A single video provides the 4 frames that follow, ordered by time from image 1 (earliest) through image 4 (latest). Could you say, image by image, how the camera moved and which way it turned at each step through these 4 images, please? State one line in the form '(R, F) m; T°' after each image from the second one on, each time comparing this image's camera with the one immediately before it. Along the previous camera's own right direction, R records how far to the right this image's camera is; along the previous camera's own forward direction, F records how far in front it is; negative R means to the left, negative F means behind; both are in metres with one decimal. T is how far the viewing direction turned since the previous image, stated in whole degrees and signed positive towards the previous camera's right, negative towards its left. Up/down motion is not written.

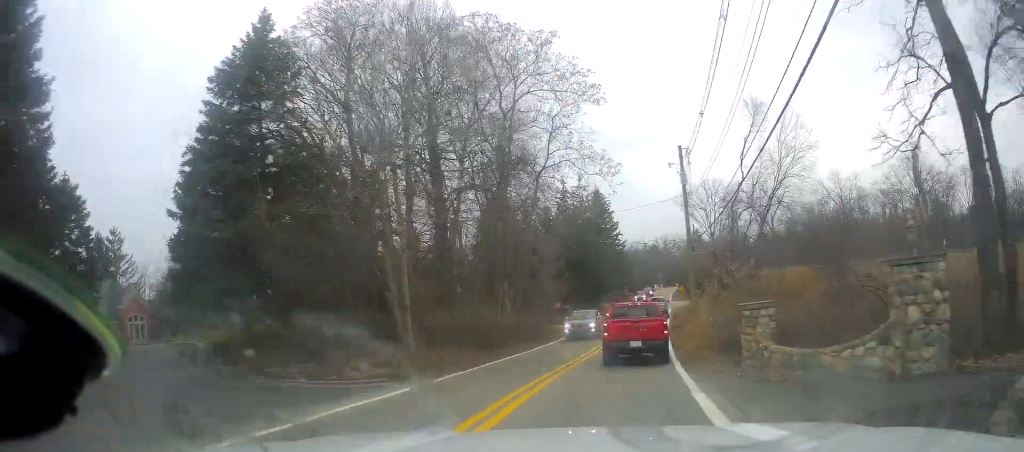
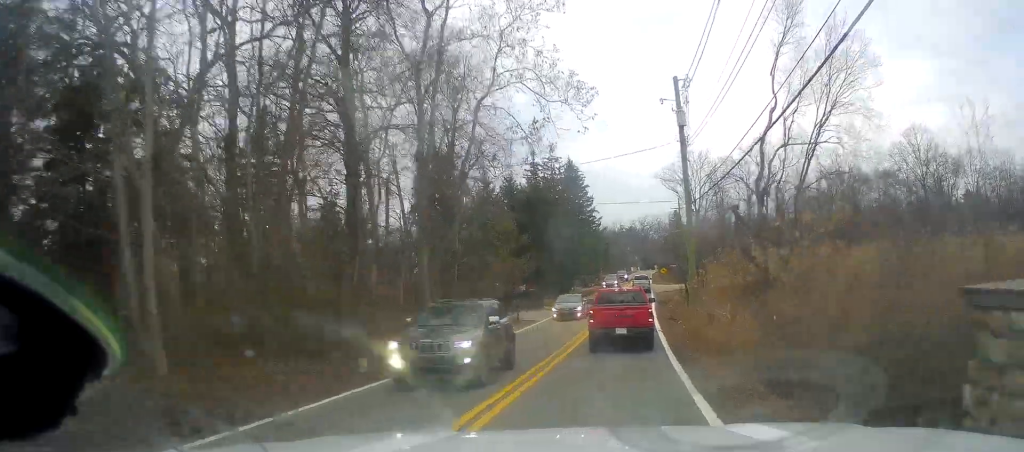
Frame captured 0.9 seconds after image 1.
(+0.2, +10.3) m; +2°
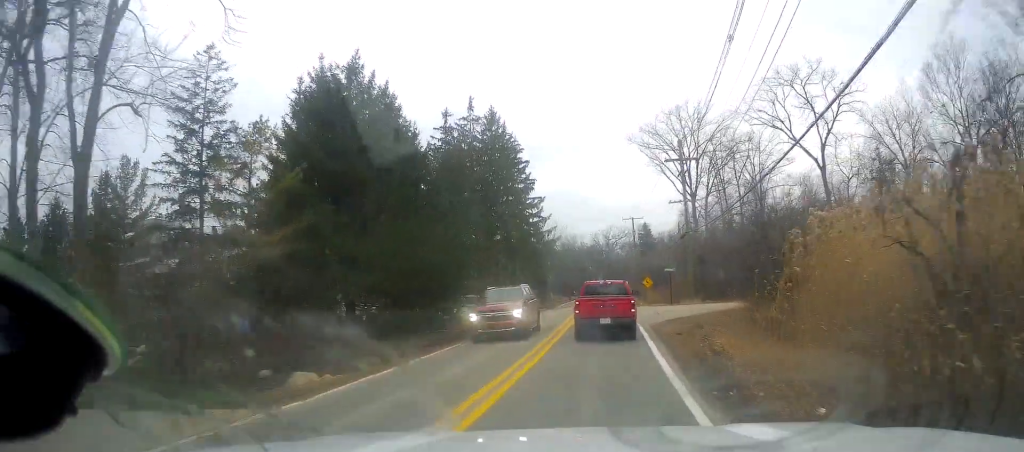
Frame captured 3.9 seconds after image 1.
(+1.6, +36.9) m; +5°
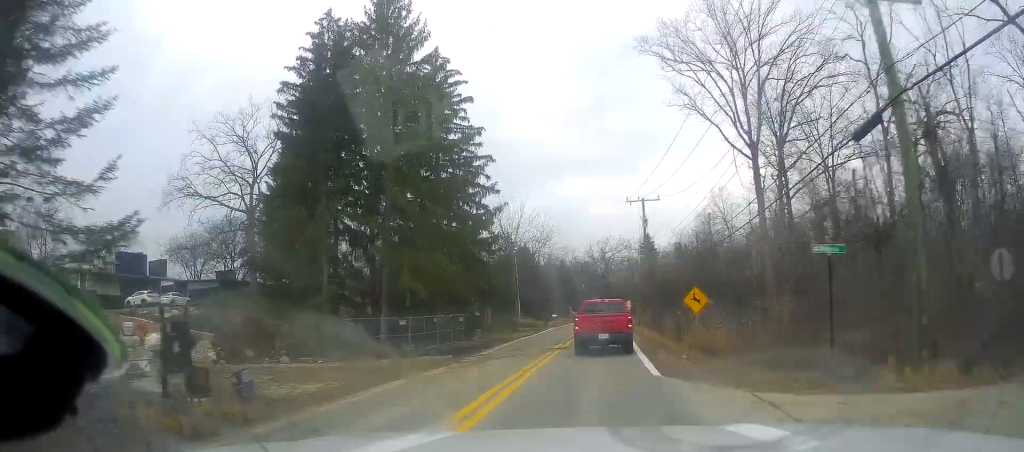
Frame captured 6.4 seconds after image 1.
(+2.1, +30.9) m; +5°
